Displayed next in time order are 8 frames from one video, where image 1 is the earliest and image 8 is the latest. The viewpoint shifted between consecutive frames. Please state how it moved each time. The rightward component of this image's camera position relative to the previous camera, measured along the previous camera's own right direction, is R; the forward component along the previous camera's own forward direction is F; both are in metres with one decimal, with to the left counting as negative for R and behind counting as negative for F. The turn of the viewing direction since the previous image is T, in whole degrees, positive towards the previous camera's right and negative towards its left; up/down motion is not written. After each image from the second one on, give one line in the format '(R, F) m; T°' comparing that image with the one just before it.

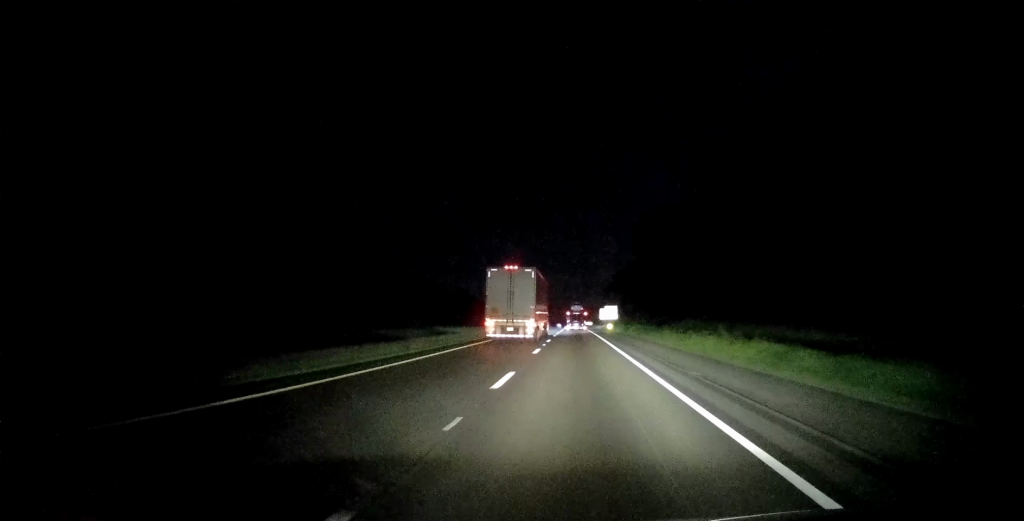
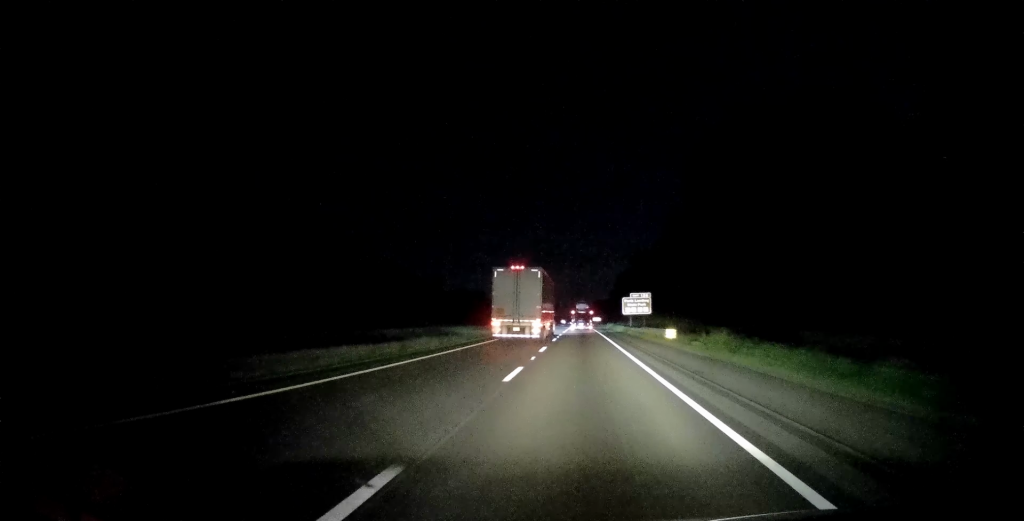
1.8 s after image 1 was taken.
(-0.5, +58.4) m; -1°
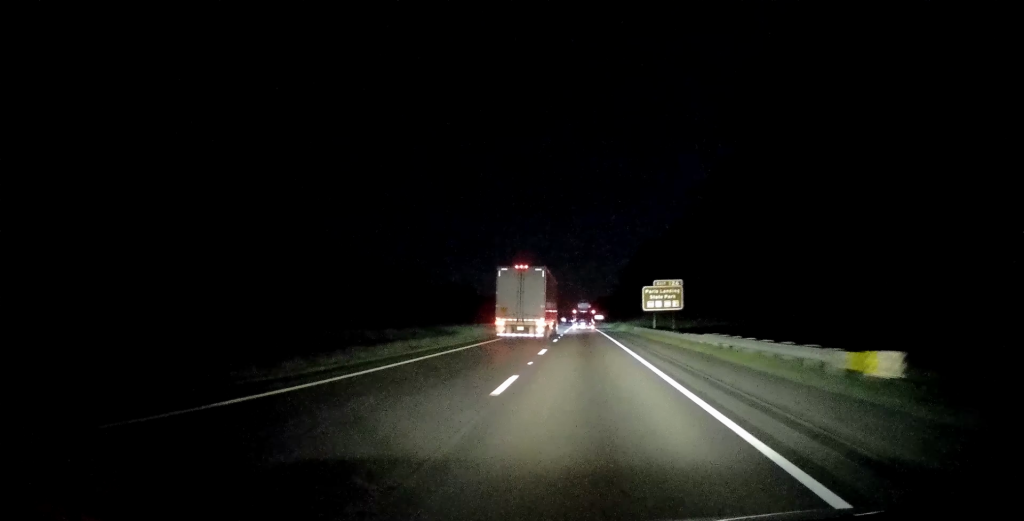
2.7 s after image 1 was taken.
(0.0, +27.6) m; 0°
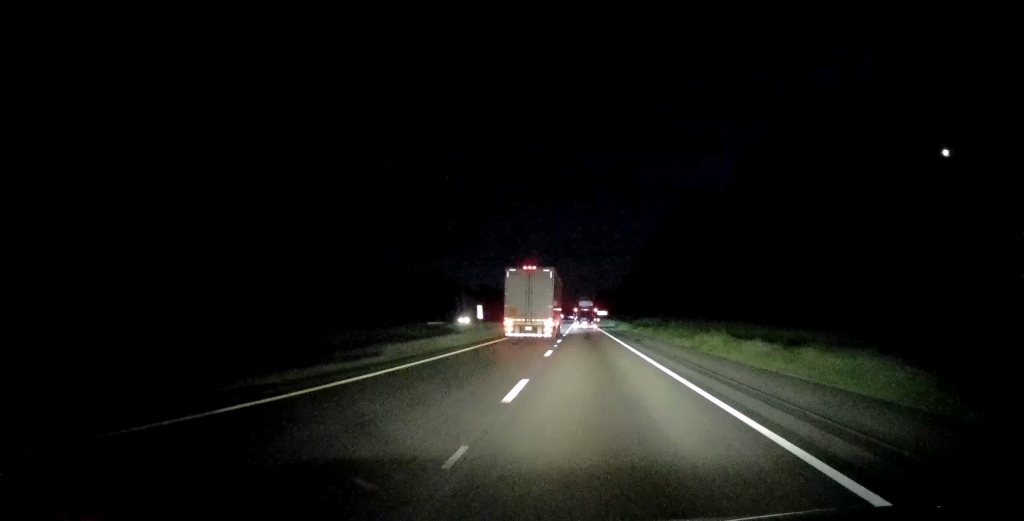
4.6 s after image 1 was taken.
(-0.1, +61.0) m; 0°
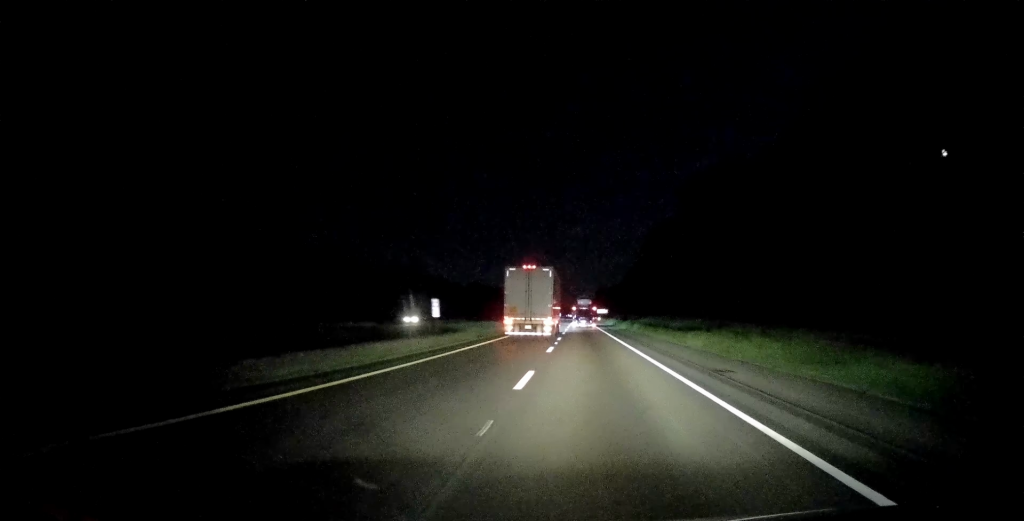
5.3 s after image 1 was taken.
(-0.1, +22.5) m; 0°
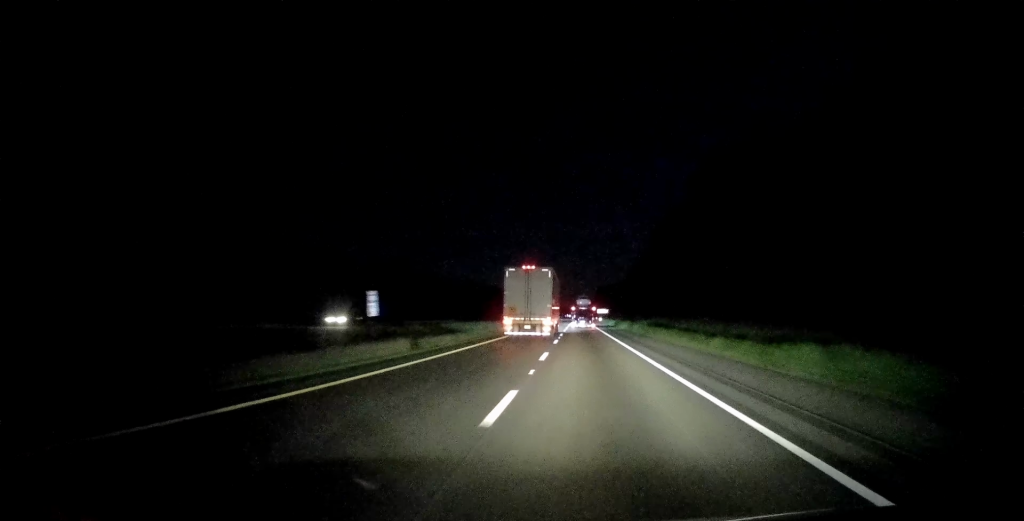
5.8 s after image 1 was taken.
(0.0, +16.0) m; 0°
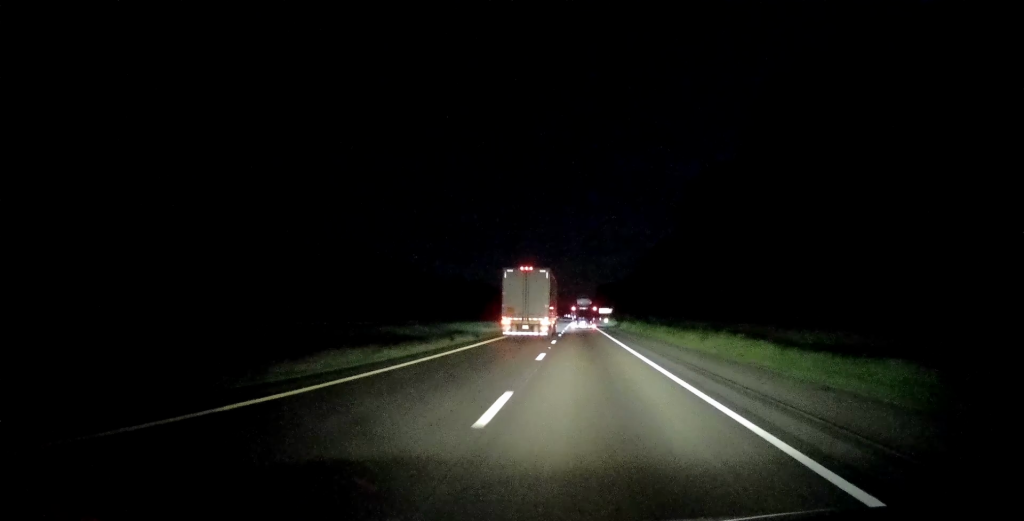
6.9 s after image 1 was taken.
(-0.1, +36.3) m; 0°
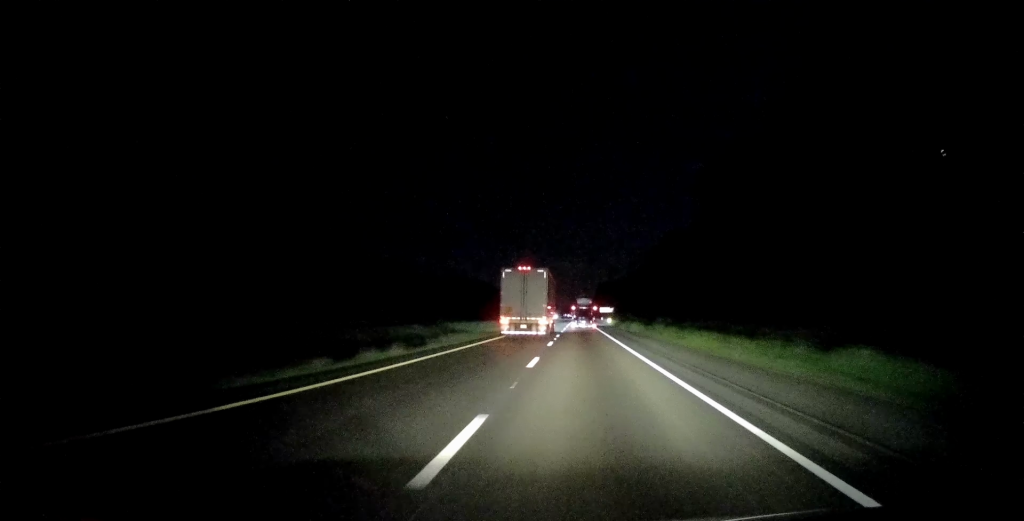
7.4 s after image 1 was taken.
(0.0, +14.9) m; 0°
